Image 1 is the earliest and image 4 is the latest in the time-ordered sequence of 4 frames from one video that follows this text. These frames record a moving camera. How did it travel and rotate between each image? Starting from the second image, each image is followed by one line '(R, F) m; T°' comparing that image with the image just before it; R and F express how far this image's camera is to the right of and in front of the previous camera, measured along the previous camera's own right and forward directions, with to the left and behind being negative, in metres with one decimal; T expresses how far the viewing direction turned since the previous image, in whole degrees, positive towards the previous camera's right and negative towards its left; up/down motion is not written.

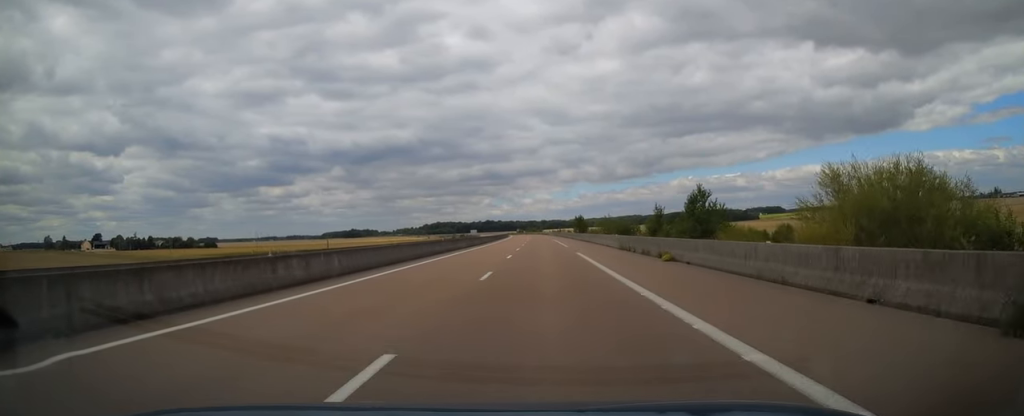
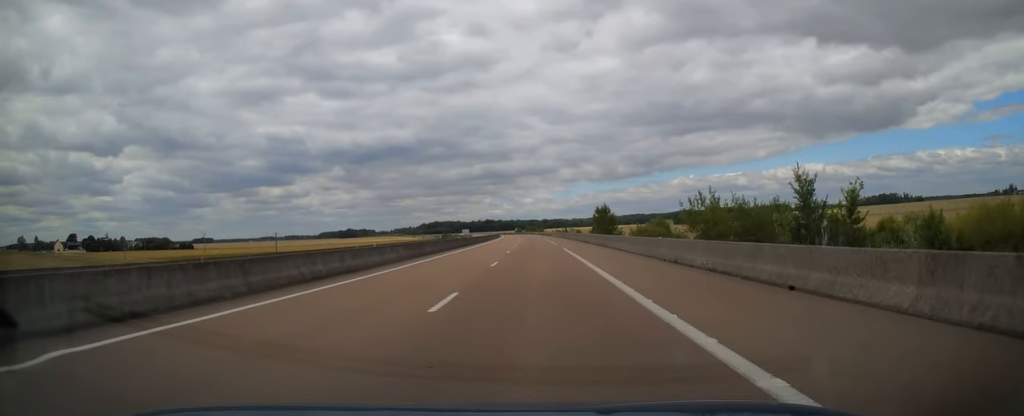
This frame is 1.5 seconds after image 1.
(+0.1, +44.9) m; 0°
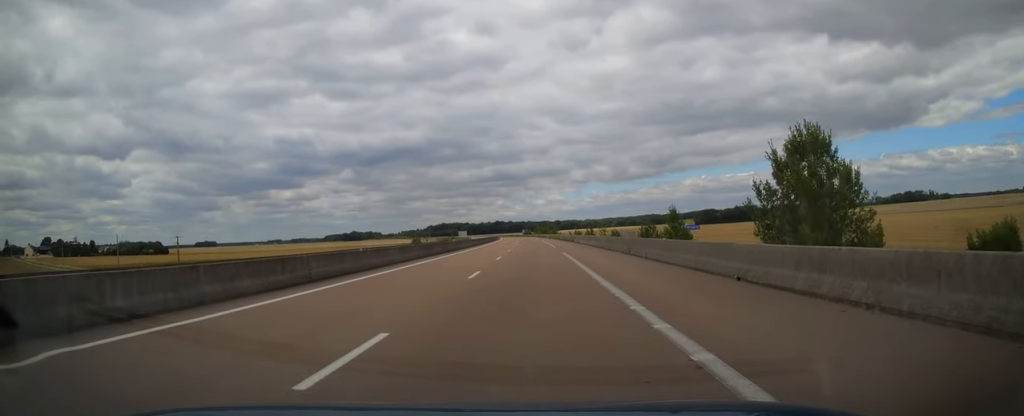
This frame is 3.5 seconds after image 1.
(-0.1, +56.7) m; -1°
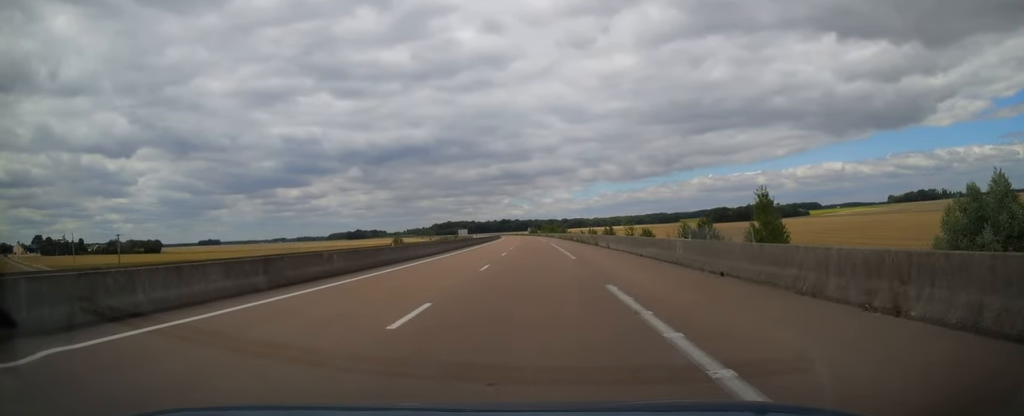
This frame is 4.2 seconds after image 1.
(-0.3, +22.4) m; -1°
